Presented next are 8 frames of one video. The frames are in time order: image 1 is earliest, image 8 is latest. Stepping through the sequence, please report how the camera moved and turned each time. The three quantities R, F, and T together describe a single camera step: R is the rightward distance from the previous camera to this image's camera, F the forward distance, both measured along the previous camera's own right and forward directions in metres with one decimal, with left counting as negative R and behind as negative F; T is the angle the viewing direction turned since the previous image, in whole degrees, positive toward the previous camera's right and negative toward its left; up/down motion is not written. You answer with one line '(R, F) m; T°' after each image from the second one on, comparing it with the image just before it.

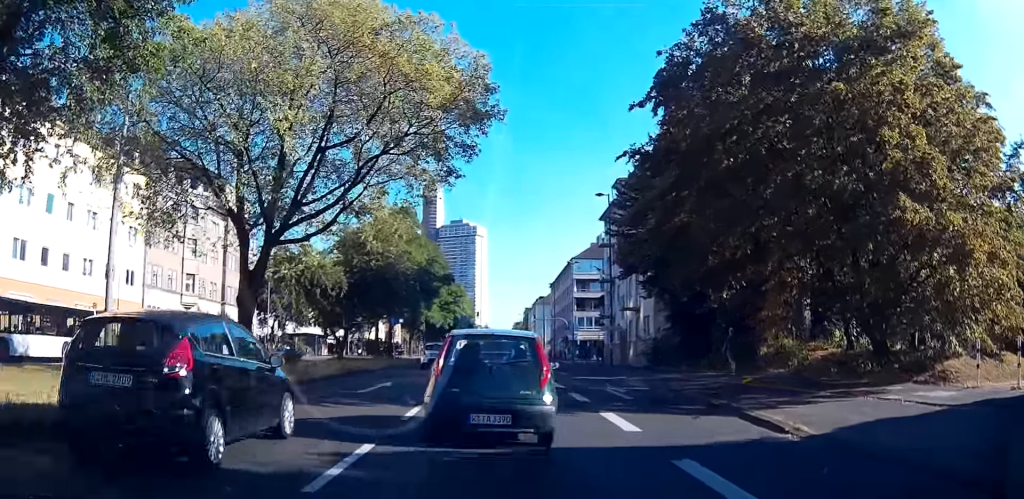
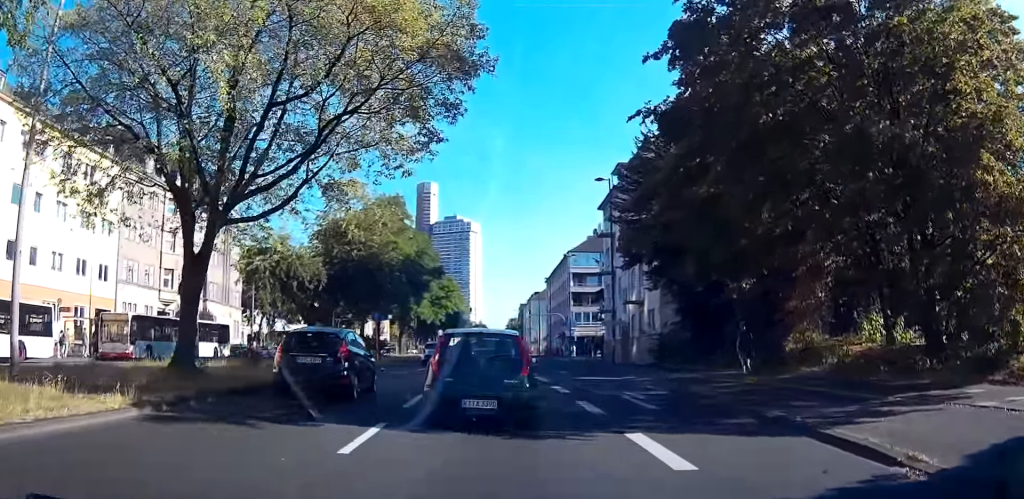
(-0.1, +4.5) m; +2°
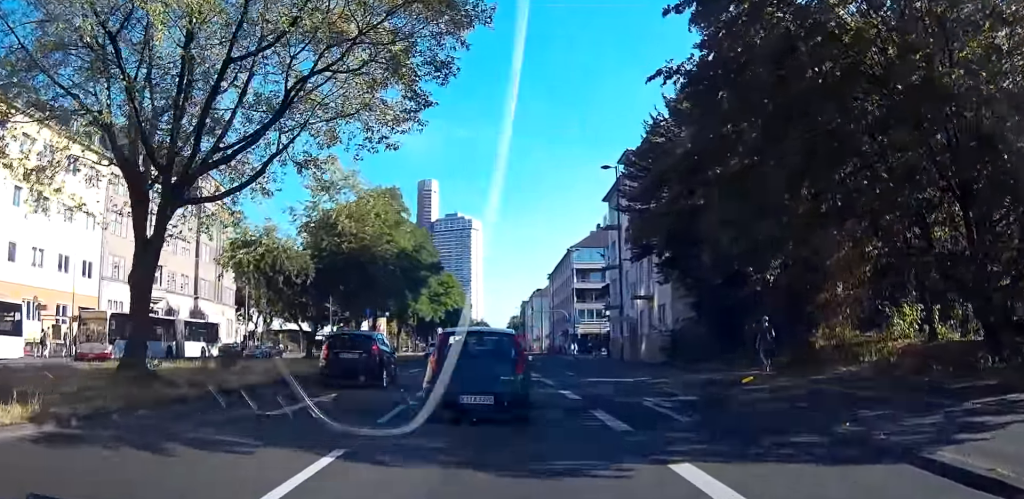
(+0.2, +2.9) m; +1°
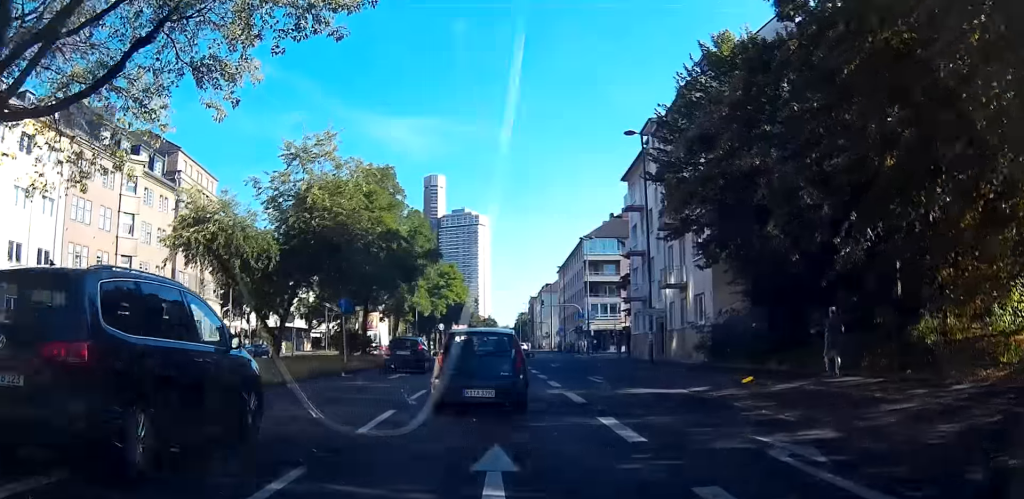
(-0.1, +7.8) m; +2°
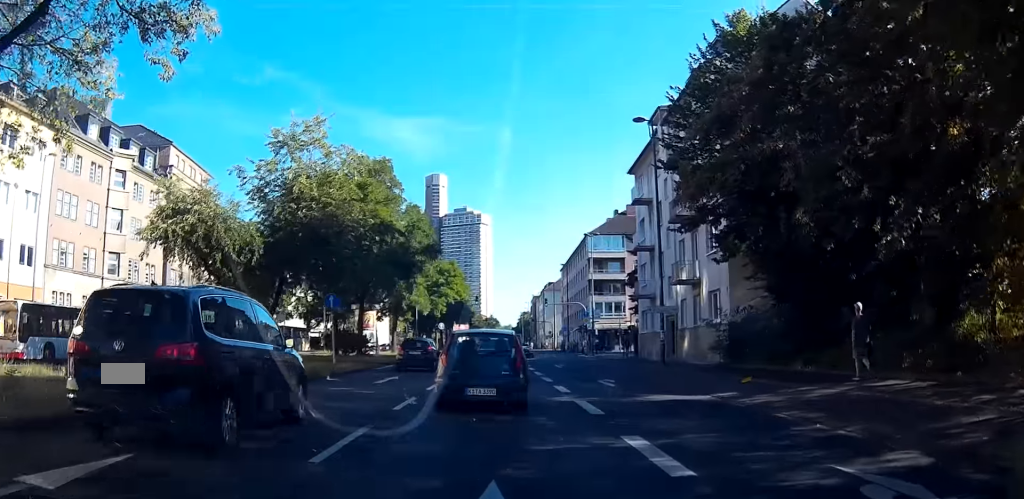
(+0.1, +2.9) m; +1°
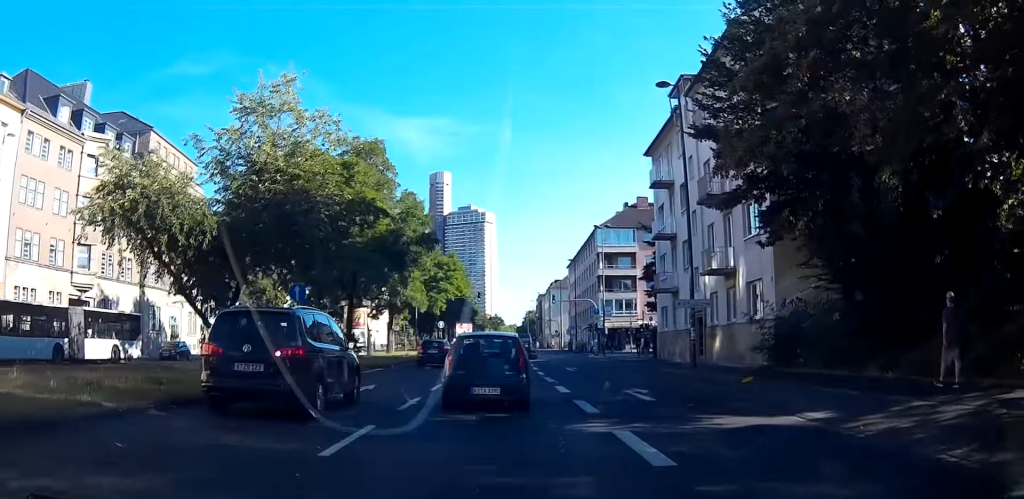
(+0.2, +5.9) m; +1°
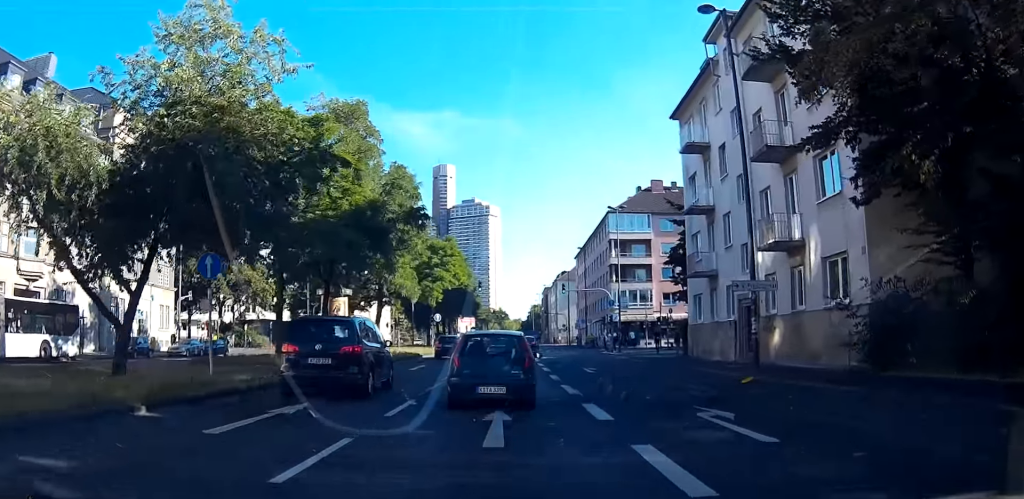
(-0.1, +7.8) m; -2°
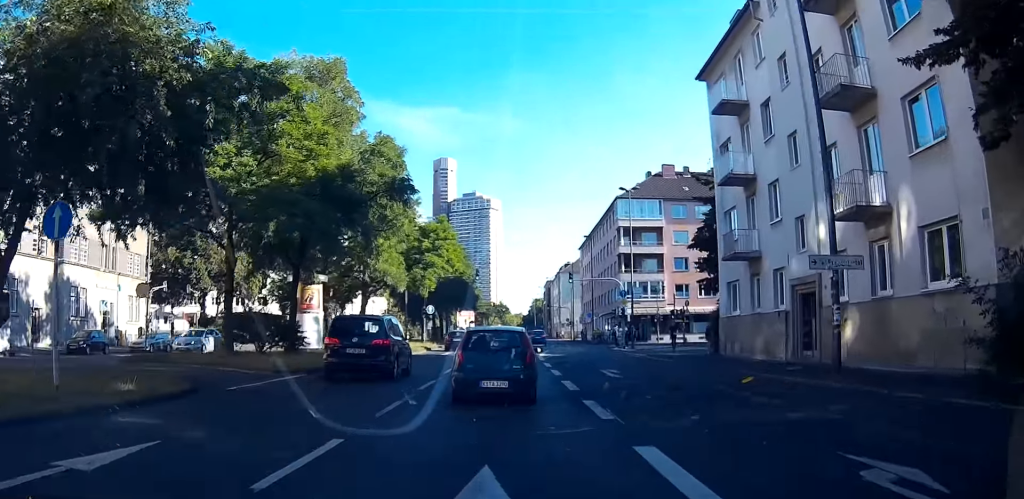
(-0.1, +7.1) m; -1°
